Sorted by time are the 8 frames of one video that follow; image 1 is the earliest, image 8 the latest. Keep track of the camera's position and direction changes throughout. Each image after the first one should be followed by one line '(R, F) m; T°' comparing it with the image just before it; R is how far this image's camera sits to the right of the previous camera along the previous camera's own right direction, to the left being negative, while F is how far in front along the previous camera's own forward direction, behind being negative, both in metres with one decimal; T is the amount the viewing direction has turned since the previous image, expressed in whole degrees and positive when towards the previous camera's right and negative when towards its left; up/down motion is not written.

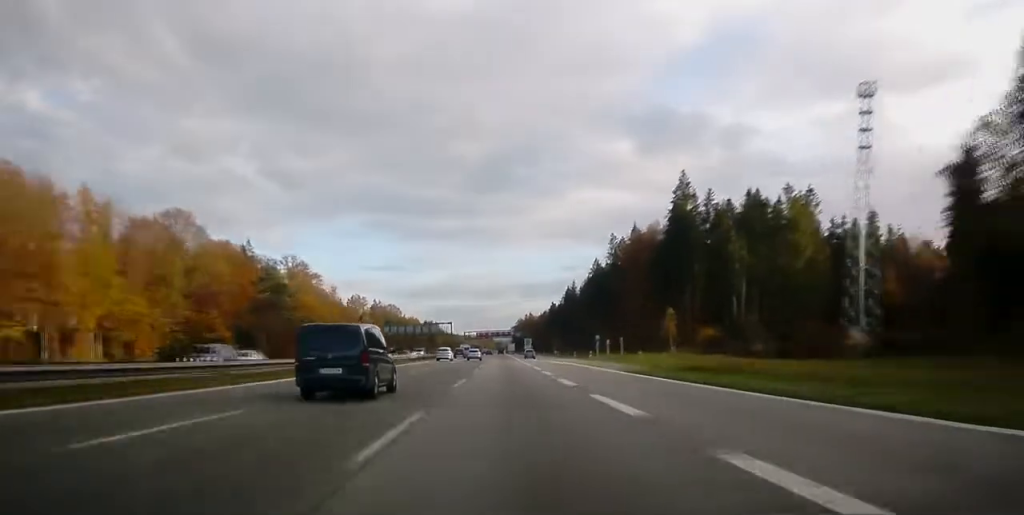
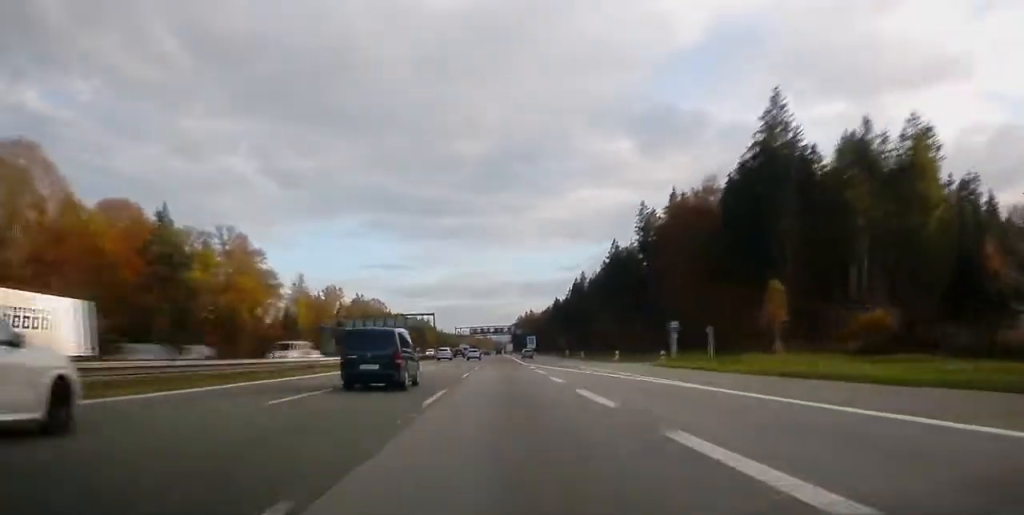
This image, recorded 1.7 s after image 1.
(0.0, +46.1) m; 0°
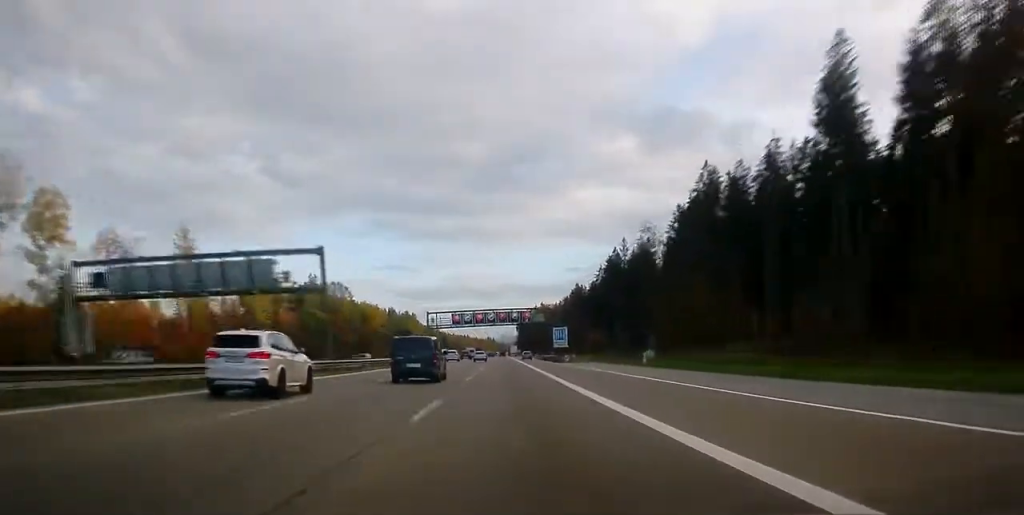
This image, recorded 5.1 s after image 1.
(+0.1, +92.7) m; 0°
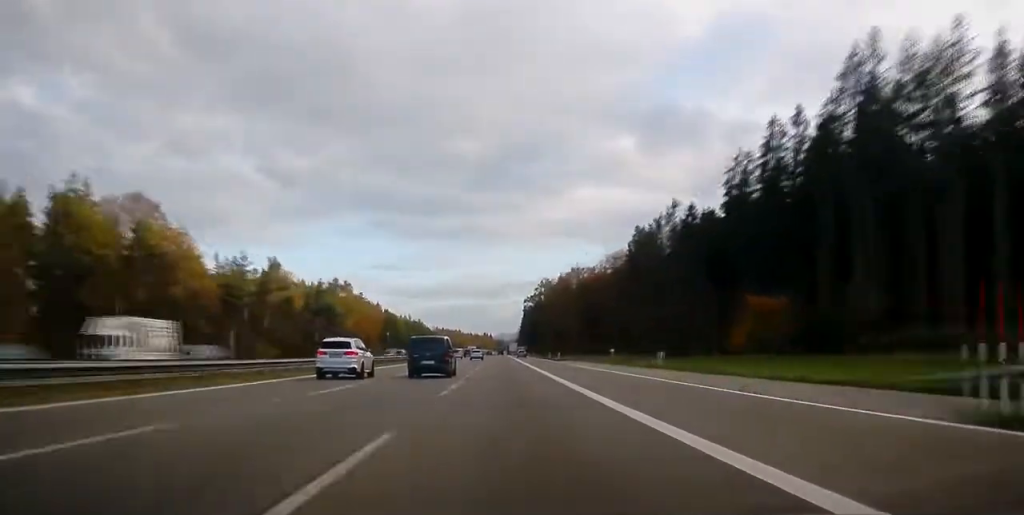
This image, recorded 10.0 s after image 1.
(+0.1, +143.8) m; 0°
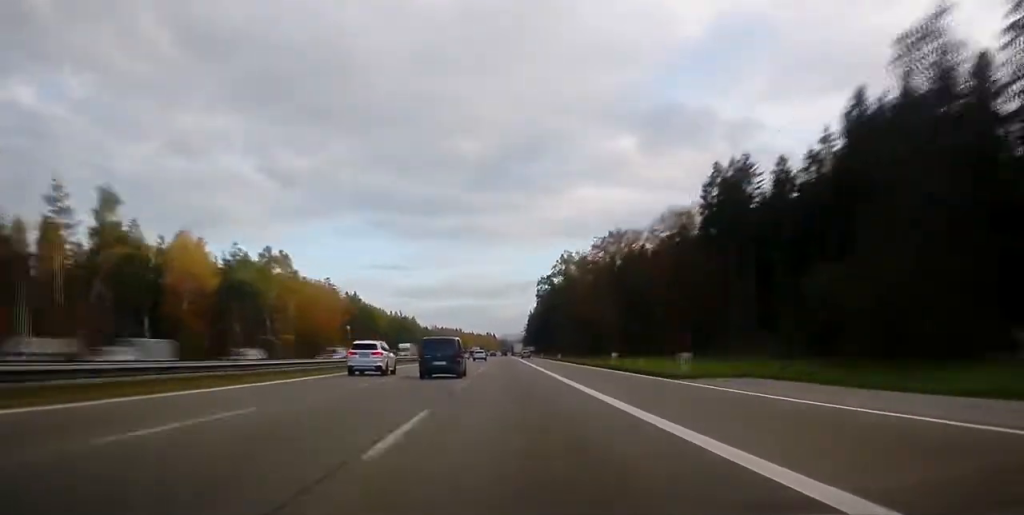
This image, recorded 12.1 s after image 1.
(-0.1, +62.2) m; 0°
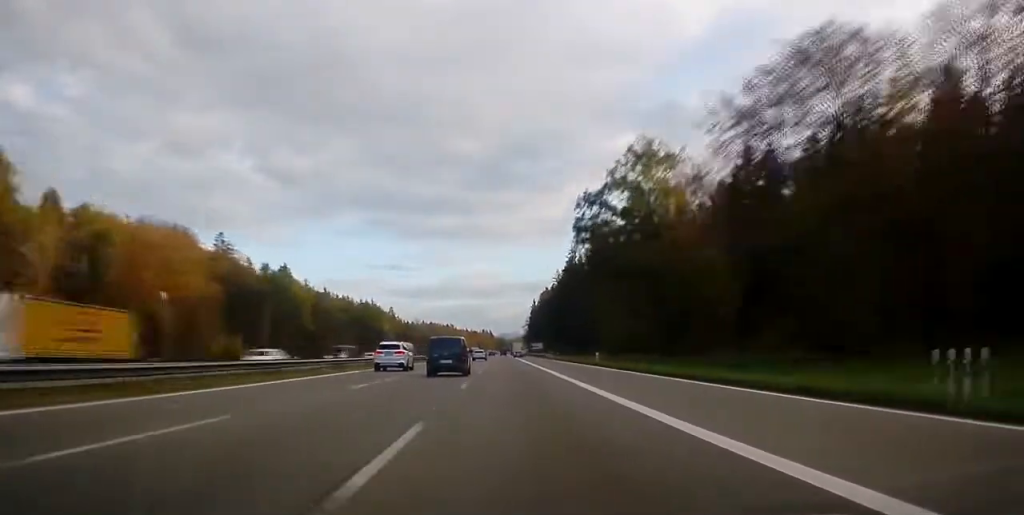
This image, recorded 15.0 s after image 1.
(+0.2, +89.7) m; 0°
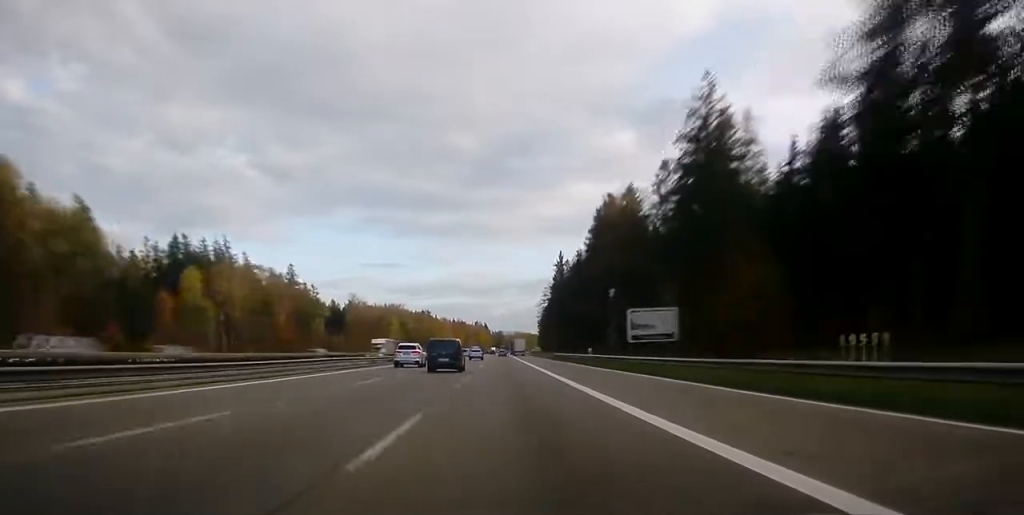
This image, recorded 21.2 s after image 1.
(+0.5, +200.2) m; 0°
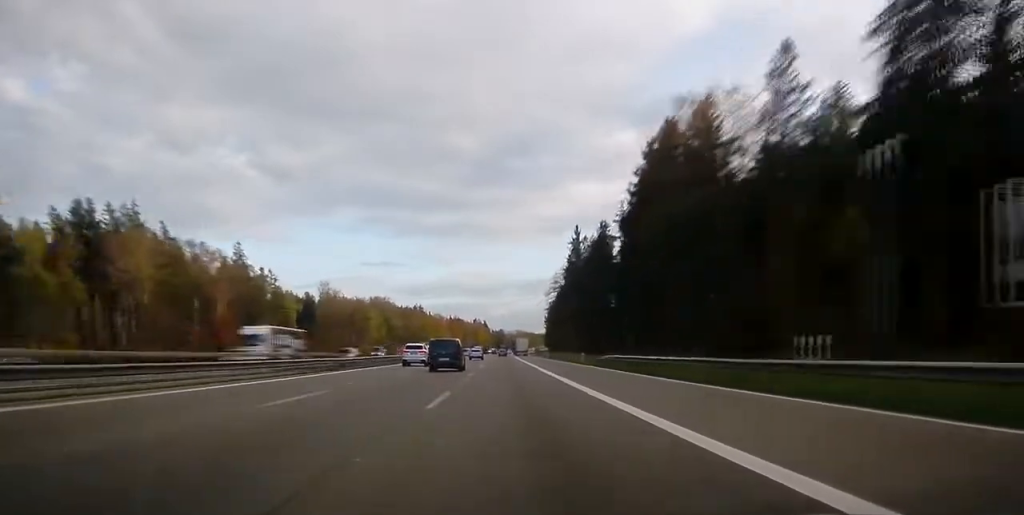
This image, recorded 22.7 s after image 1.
(0.0, +46.6) m; 0°
